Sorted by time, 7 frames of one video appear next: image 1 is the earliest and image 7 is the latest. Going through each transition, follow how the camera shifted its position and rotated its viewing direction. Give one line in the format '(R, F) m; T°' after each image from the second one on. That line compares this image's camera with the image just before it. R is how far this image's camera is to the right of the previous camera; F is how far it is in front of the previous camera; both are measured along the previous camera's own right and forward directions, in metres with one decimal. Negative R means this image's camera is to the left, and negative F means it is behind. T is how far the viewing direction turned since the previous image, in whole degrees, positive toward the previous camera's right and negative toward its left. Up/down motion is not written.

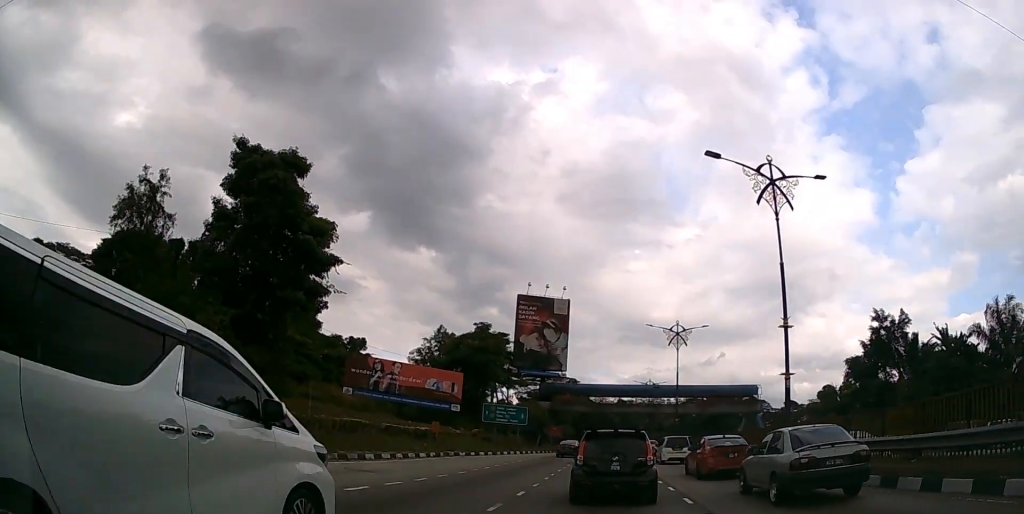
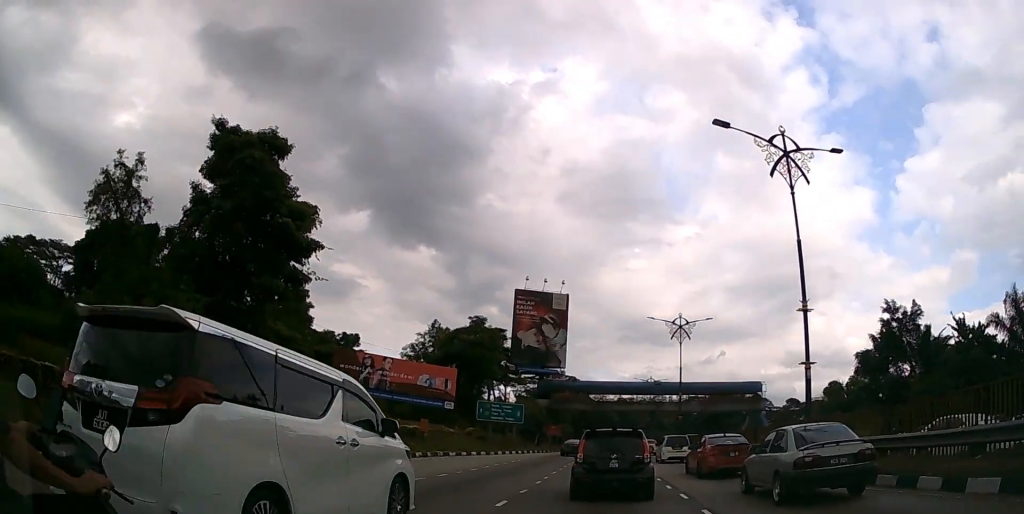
(0.0, +2.4) m; 0°
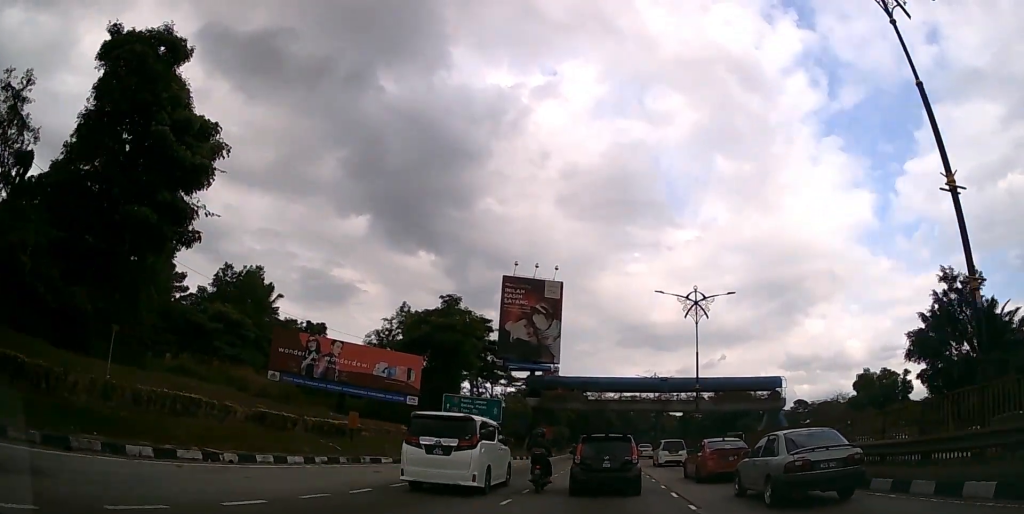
(0.0, +10.0) m; -1°
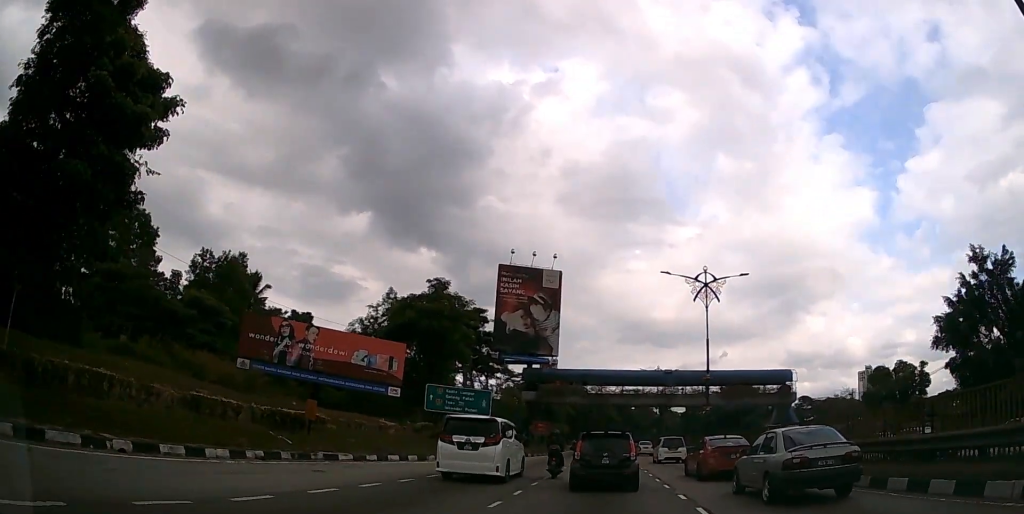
(0.0, +3.9) m; 0°
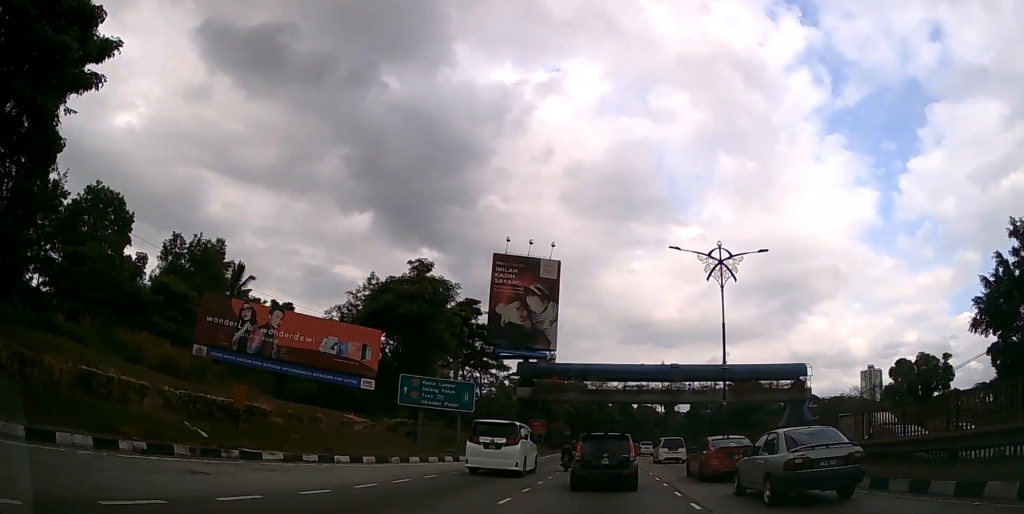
(0.0, +4.8) m; 0°
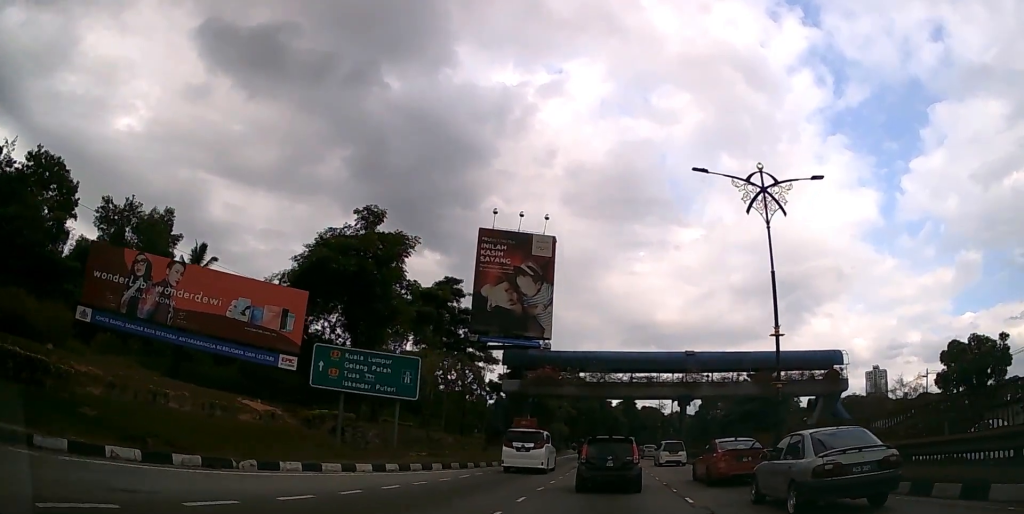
(0.0, +10.0) m; 0°
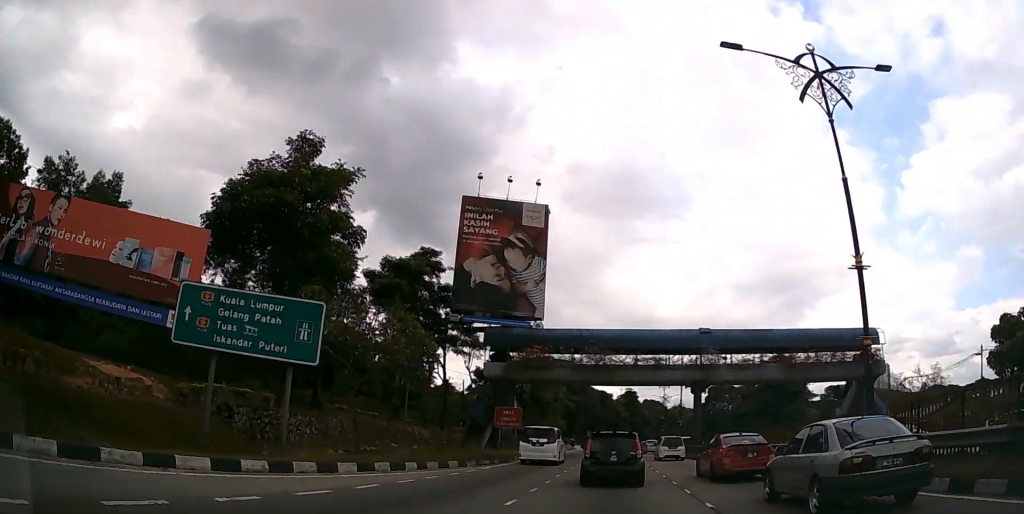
(0.0, +8.0) m; 0°
